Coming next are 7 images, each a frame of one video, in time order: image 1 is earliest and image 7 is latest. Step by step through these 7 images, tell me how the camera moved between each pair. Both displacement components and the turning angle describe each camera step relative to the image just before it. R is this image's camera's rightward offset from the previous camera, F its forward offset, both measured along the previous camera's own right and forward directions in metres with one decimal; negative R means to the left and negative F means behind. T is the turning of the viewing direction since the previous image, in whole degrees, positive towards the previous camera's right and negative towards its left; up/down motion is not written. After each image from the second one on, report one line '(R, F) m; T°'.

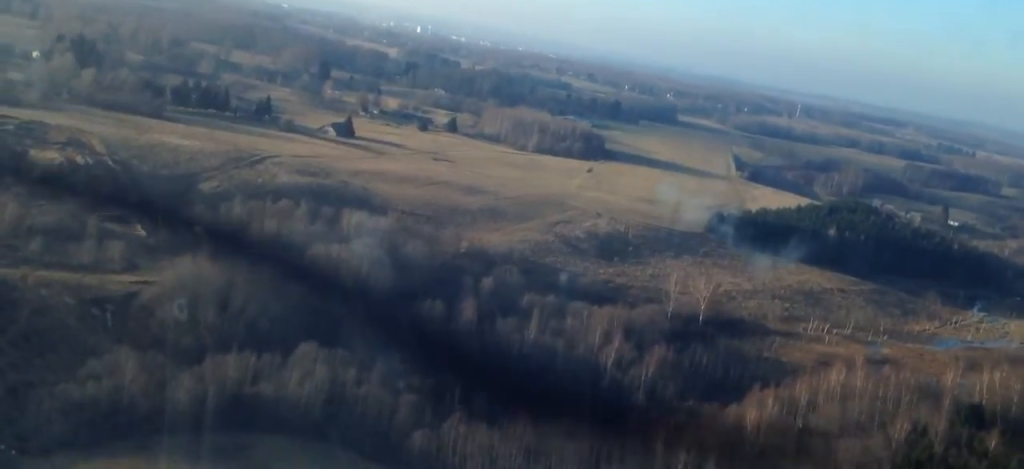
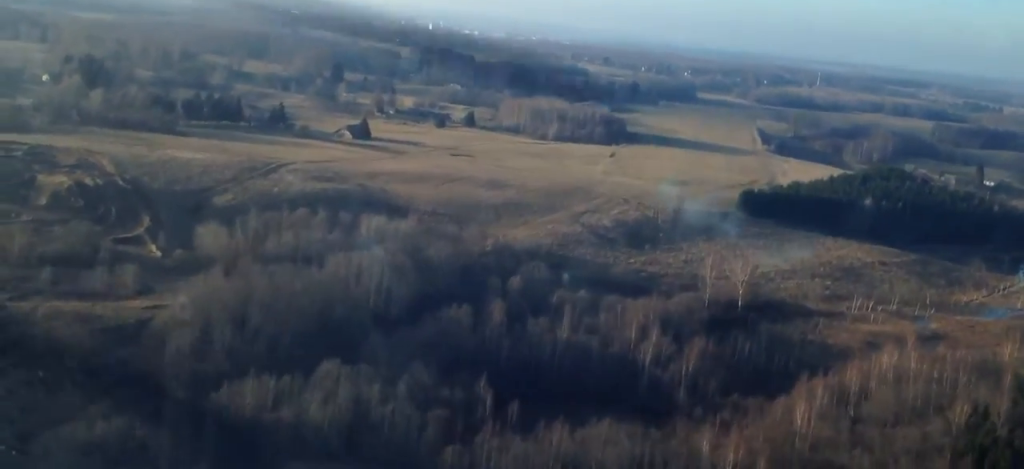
(-0.6, +15.9) m; -1°
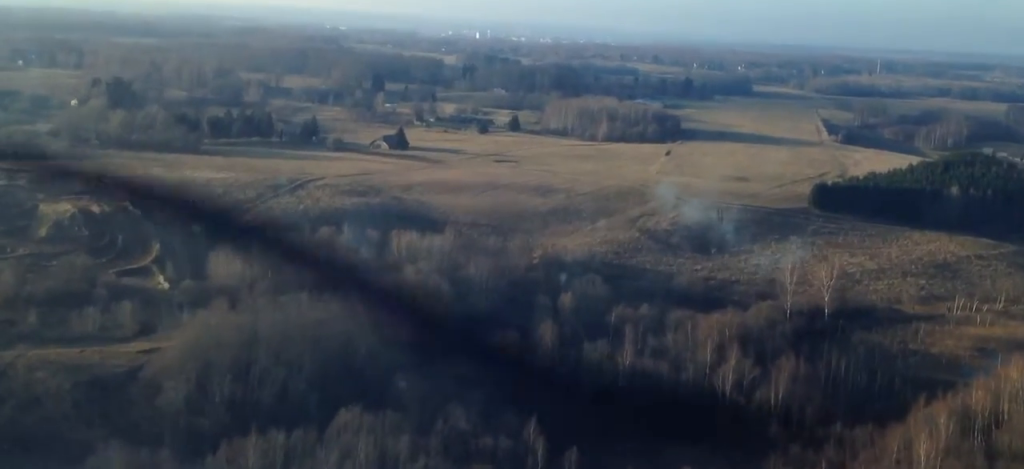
(+1.1, +47.1) m; +1°
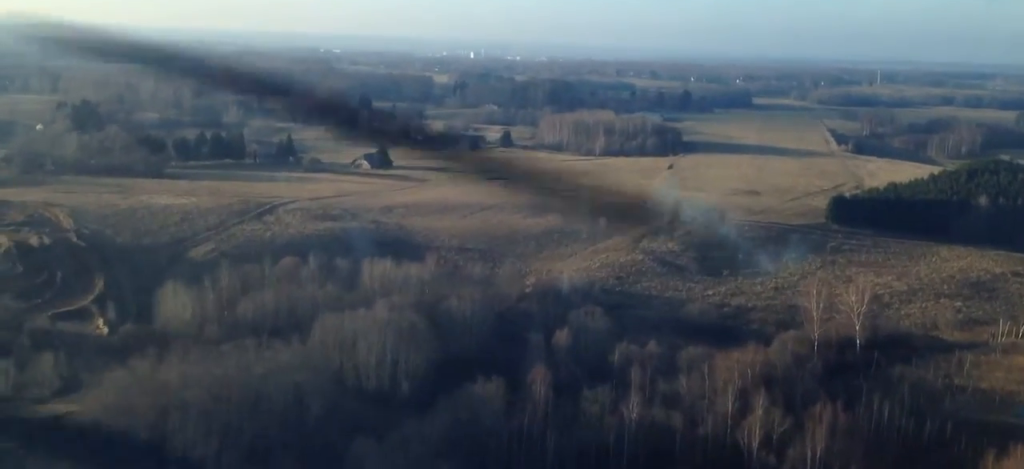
(-0.1, +38.2) m; -1°
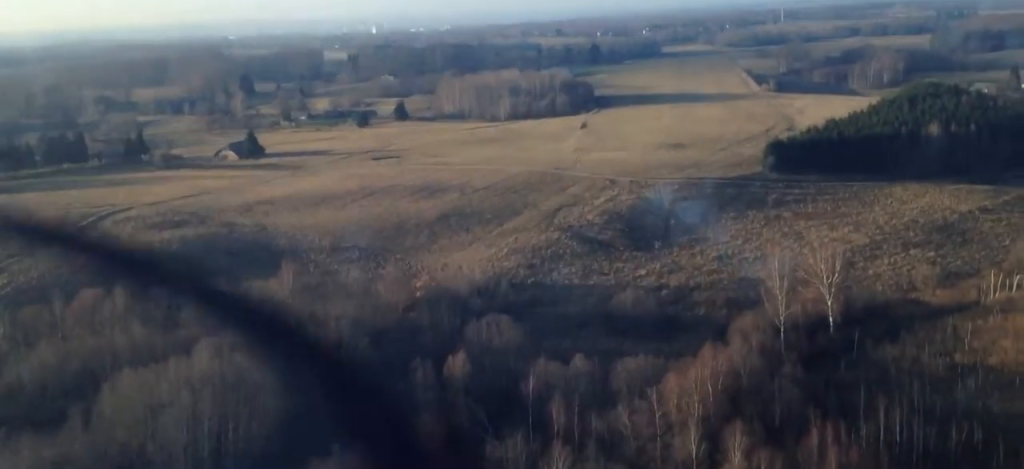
(+0.9, +70.3) m; +3°
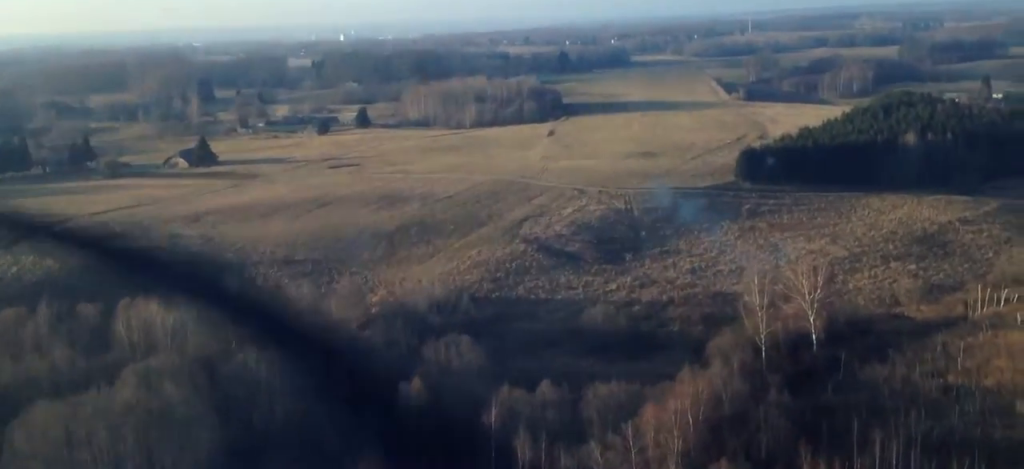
(+0.1, +17.1) m; +1°
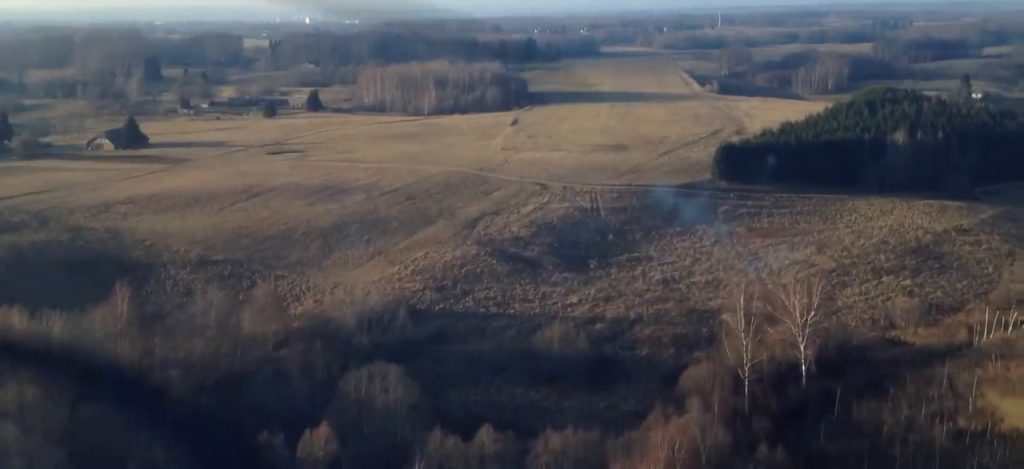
(+0.7, +35.6) m; +2°
